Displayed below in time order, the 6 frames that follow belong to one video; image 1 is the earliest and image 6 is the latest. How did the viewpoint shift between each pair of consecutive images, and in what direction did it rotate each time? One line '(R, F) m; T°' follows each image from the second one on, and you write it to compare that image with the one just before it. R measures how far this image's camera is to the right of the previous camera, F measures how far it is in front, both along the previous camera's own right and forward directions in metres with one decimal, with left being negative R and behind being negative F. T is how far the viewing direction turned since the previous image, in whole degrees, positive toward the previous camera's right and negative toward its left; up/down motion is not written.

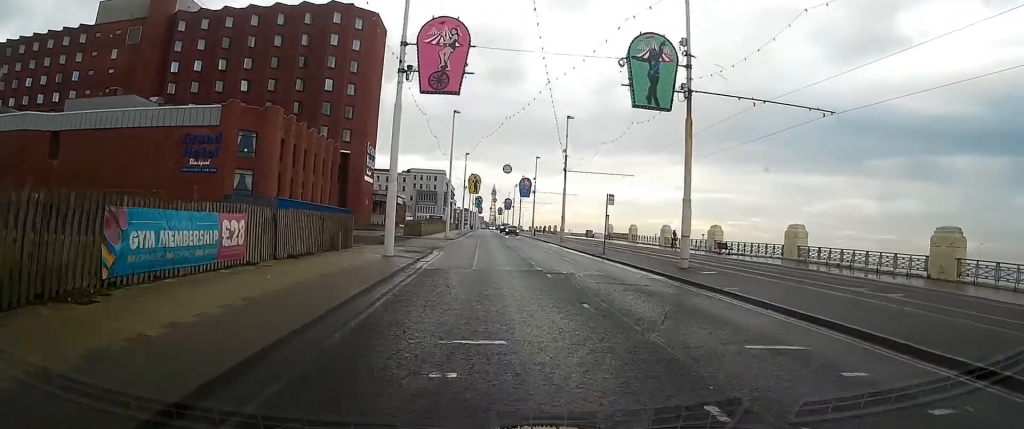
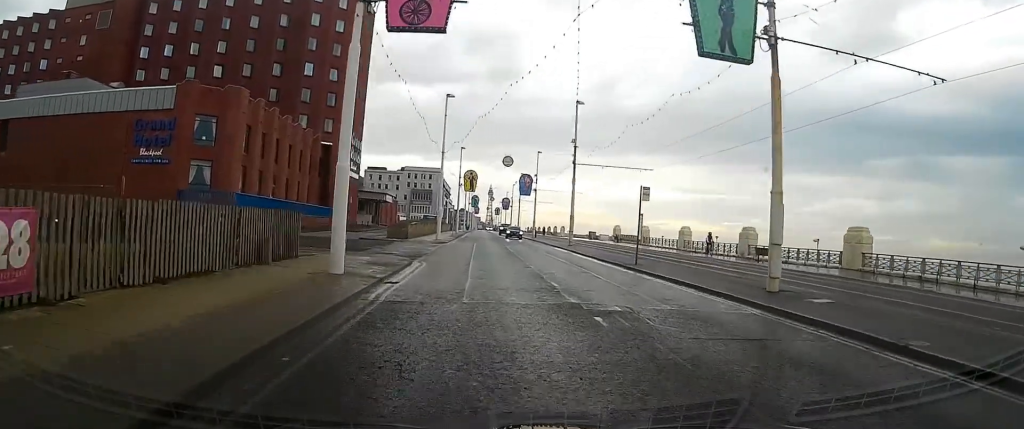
(0.0, +7.6) m; 0°
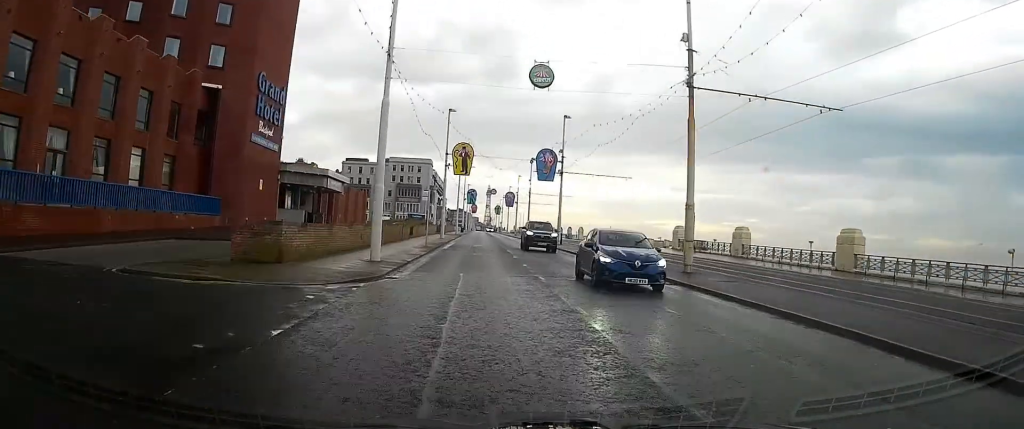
(+0.4, +28.7) m; +1°
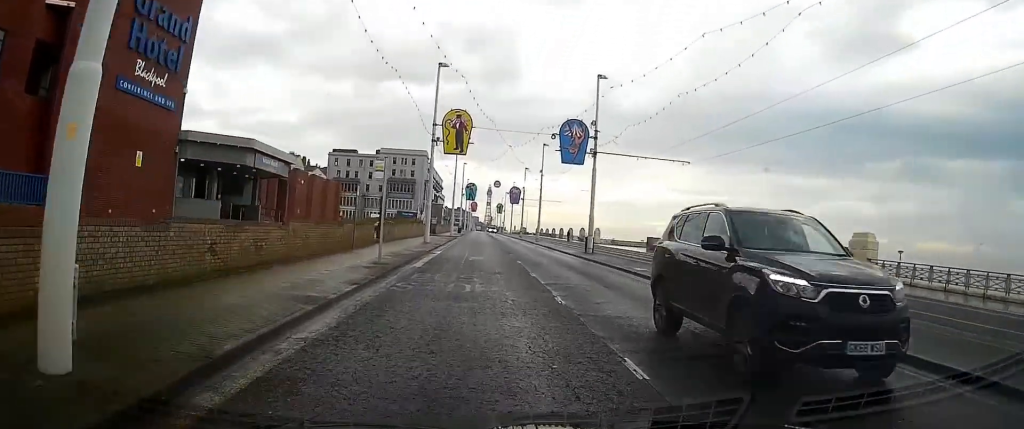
(-0.1, +16.3) m; 0°
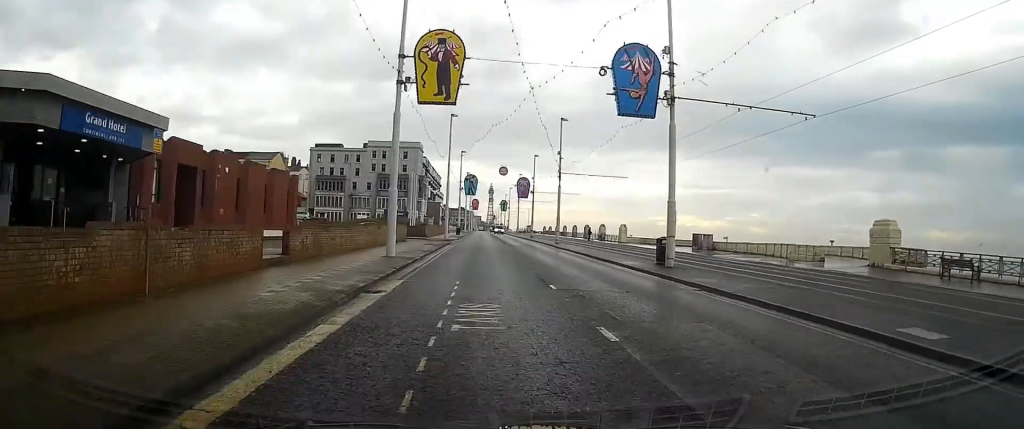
(0.0, +16.9) m; 0°
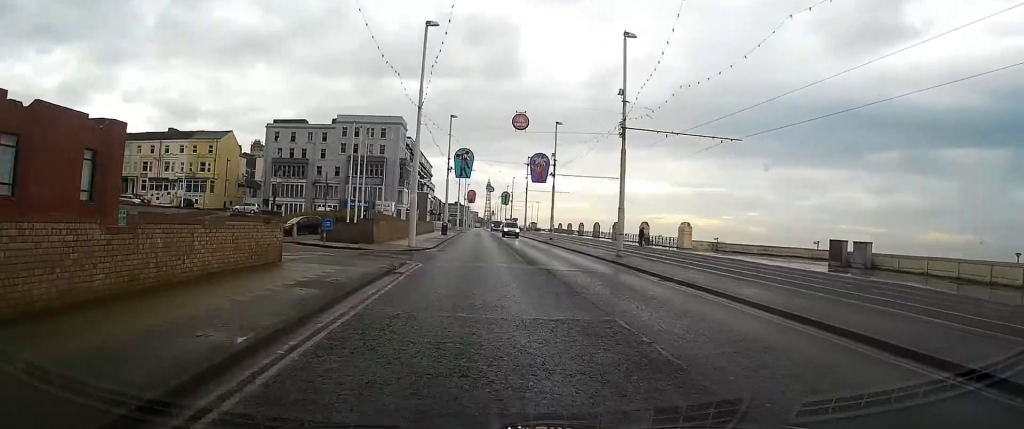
(-0.3, +27.6) m; -1°
